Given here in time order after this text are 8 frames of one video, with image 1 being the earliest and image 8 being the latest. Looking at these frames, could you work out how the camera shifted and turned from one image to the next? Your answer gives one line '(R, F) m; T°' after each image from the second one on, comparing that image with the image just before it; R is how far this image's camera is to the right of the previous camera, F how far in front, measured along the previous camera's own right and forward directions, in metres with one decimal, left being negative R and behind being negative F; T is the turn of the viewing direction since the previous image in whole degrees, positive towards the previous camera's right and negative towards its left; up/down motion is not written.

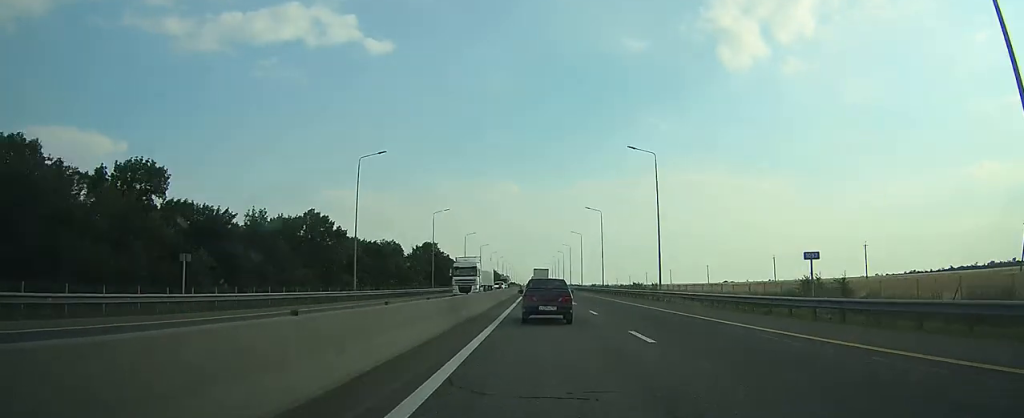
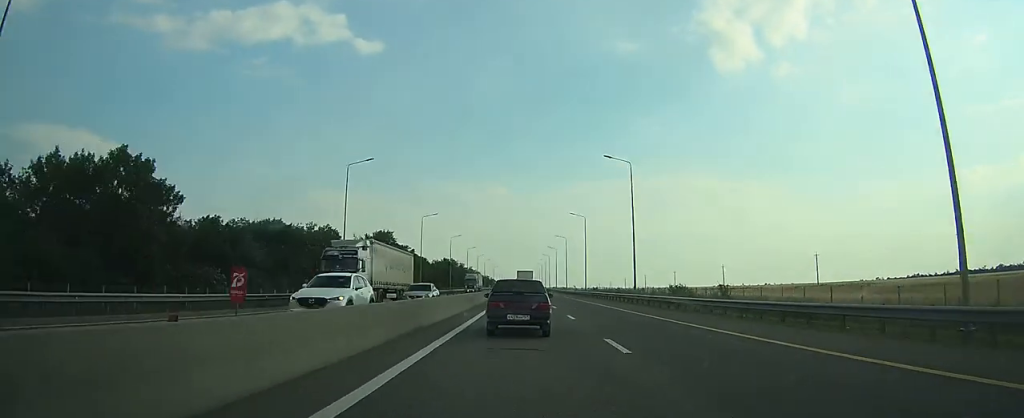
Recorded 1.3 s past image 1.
(0.0, +38.6) m; 0°
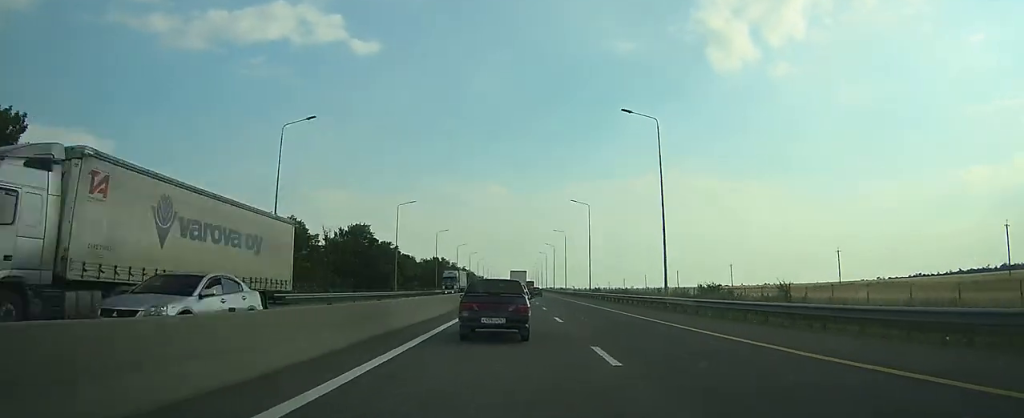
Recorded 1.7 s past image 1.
(0.0, +14.1) m; 0°
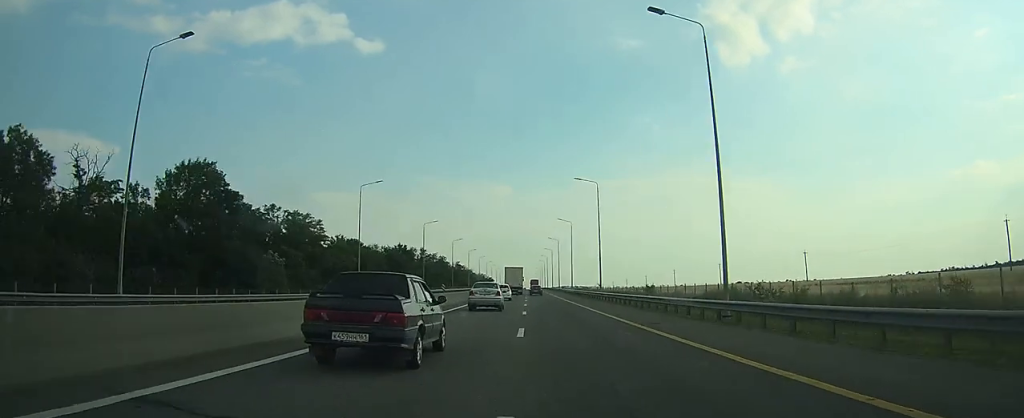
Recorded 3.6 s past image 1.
(+0.6, +55.6) m; +1°
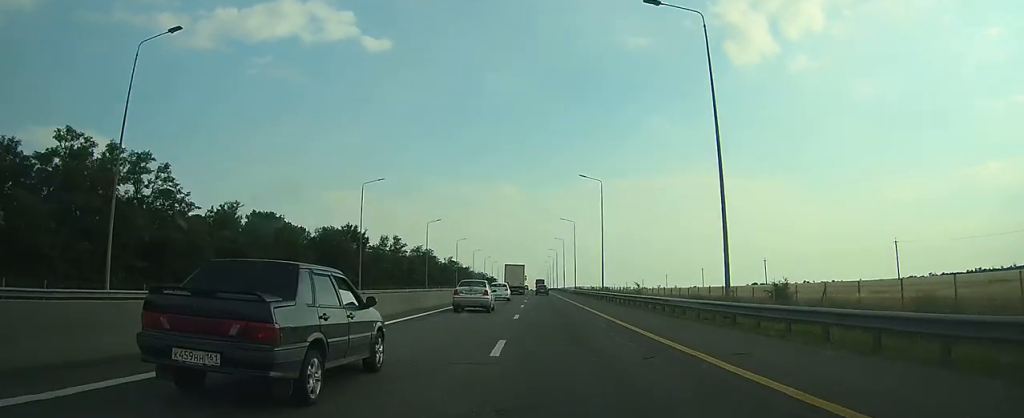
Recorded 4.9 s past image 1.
(-0.1, +40.5) m; -1°
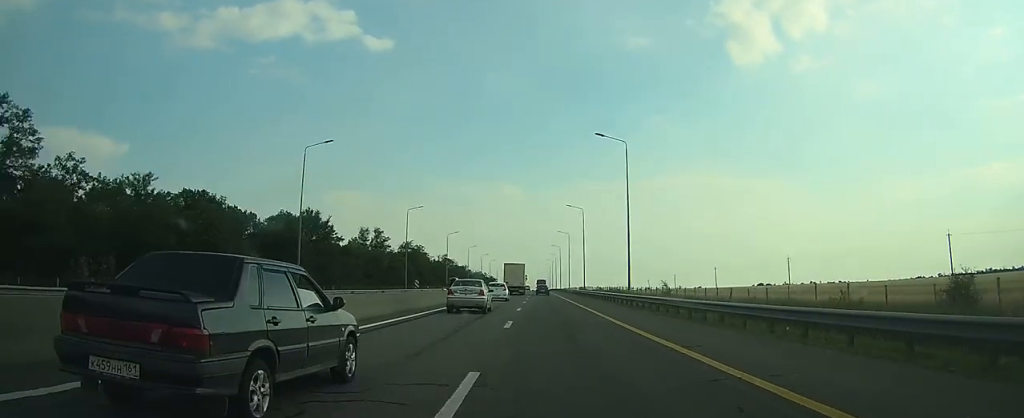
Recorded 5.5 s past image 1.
(0.0, +17.3) m; 0°
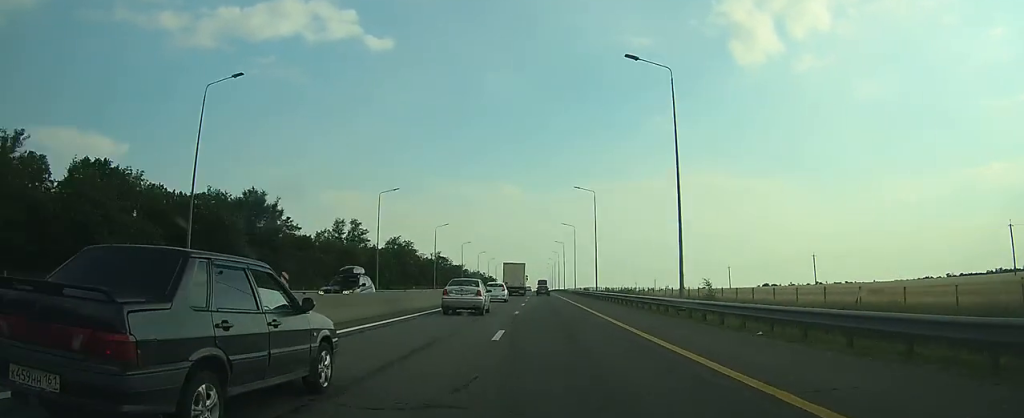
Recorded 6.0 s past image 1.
(-0.1, +16.3) m; 0°
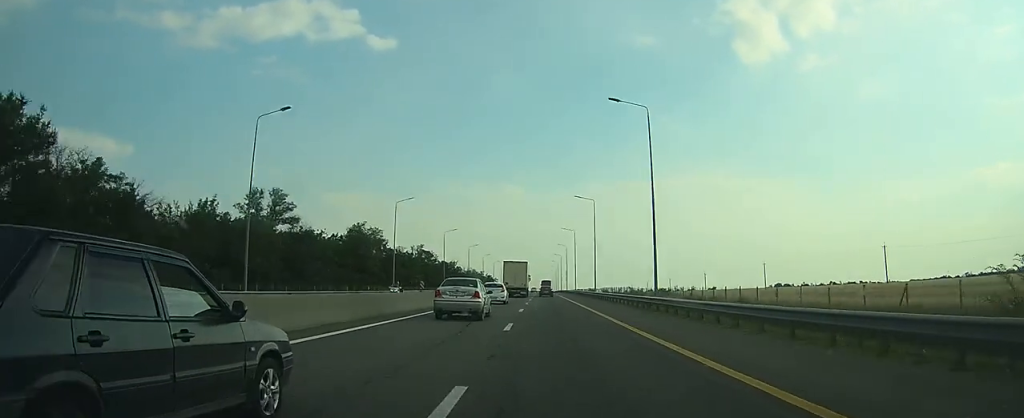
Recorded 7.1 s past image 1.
(-0.2, +33.5) m; 0°
